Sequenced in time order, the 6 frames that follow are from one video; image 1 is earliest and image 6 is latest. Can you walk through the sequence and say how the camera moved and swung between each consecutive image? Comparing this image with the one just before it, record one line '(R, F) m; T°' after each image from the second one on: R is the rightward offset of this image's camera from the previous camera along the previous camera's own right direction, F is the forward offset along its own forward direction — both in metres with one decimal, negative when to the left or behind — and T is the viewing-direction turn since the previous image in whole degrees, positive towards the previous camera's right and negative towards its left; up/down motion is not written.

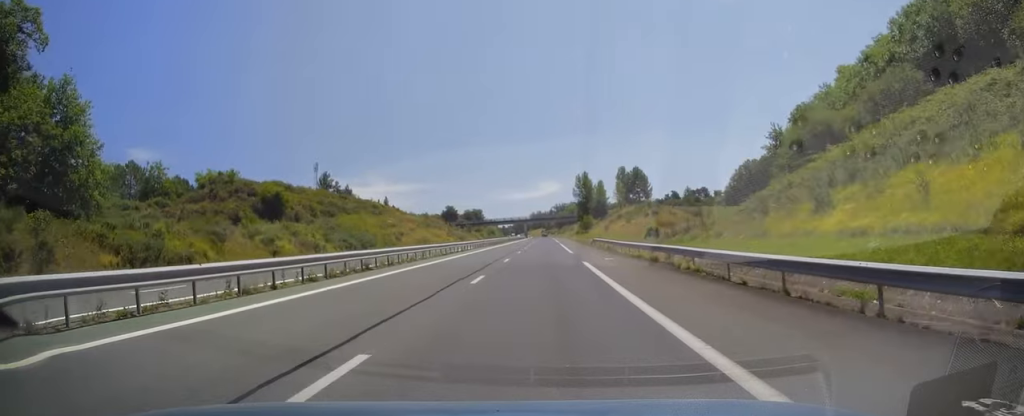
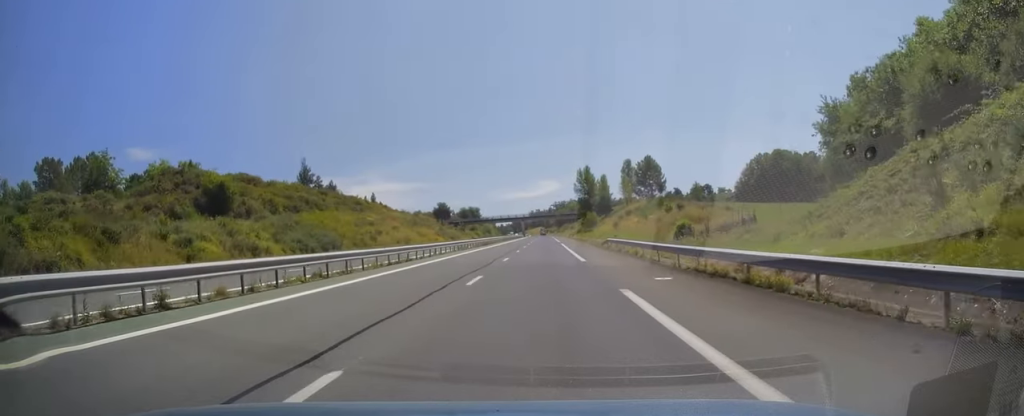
(+0.2, +13.8) m; 0°
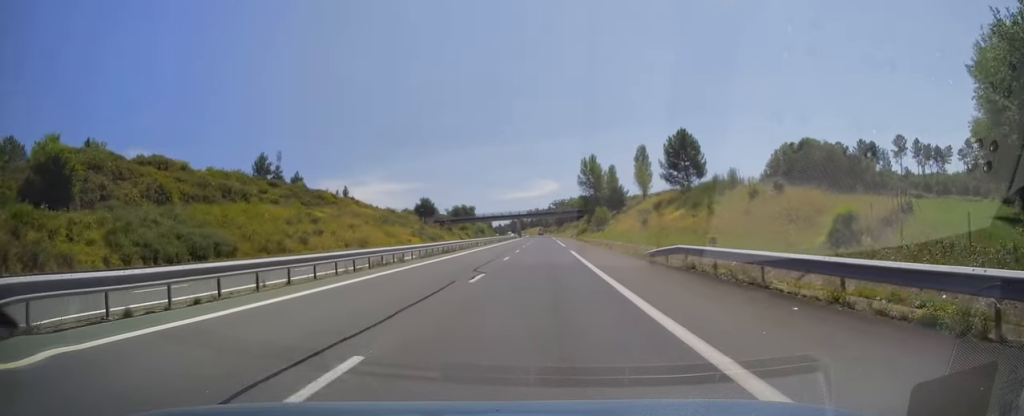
(-0.3, +24.9) m; 0°
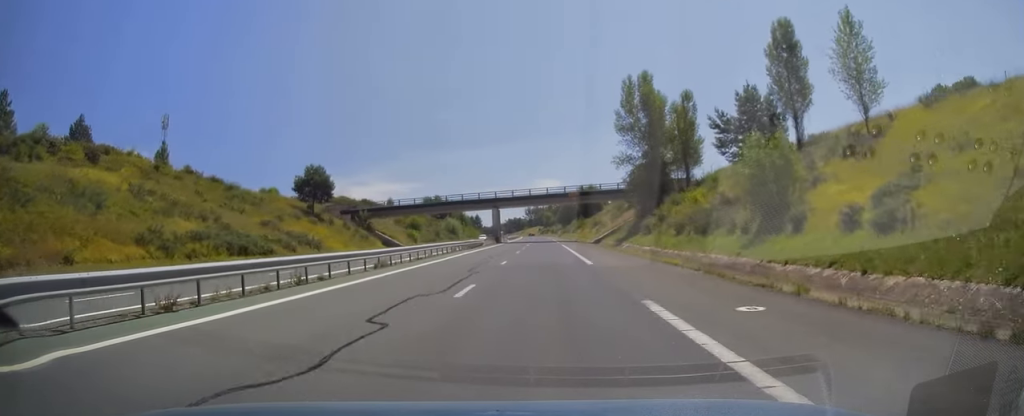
(+1.0, +80.9) m; 0°
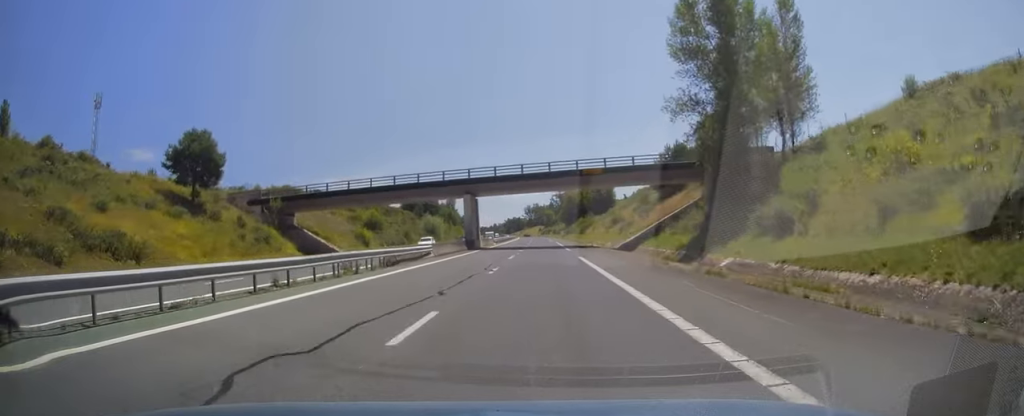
(-0.2, +31.4) m; 0°
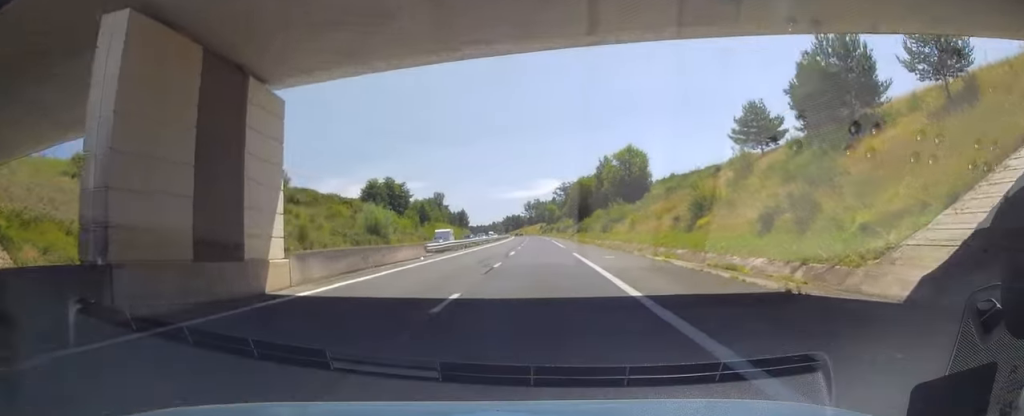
(+0.1, +48.6) m; 0°
